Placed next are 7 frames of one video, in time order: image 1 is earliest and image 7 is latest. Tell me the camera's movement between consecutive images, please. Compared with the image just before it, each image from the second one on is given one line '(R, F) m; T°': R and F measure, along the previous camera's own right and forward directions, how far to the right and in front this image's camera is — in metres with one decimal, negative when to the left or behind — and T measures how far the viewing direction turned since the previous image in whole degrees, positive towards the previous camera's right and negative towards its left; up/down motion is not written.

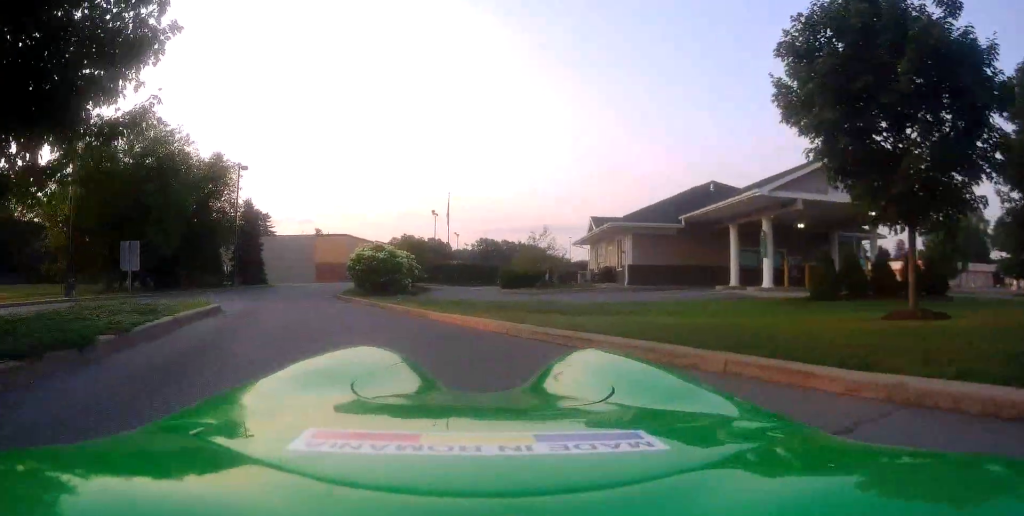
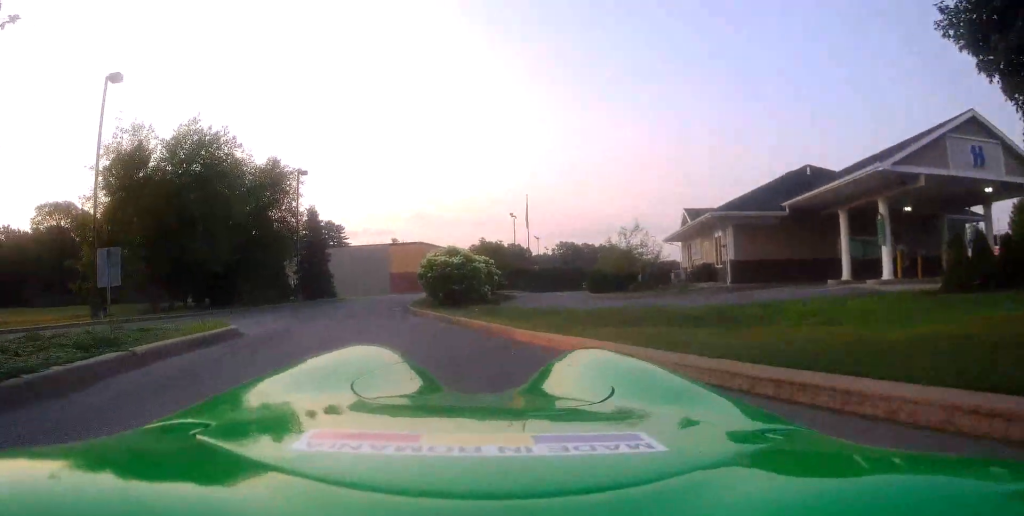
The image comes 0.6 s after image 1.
(-0.2, +3.6) m; -6°
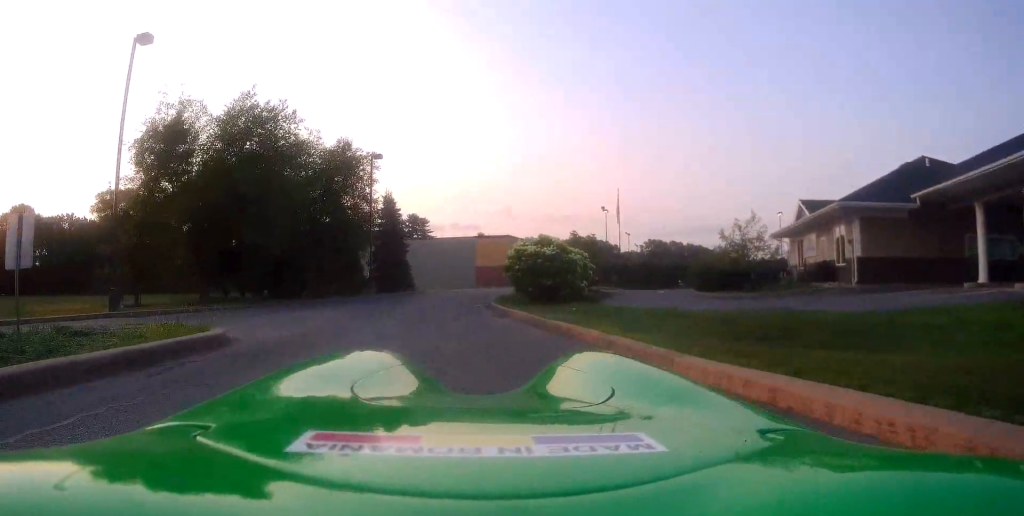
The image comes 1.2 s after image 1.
(+0.3, +4.3) m; -10°
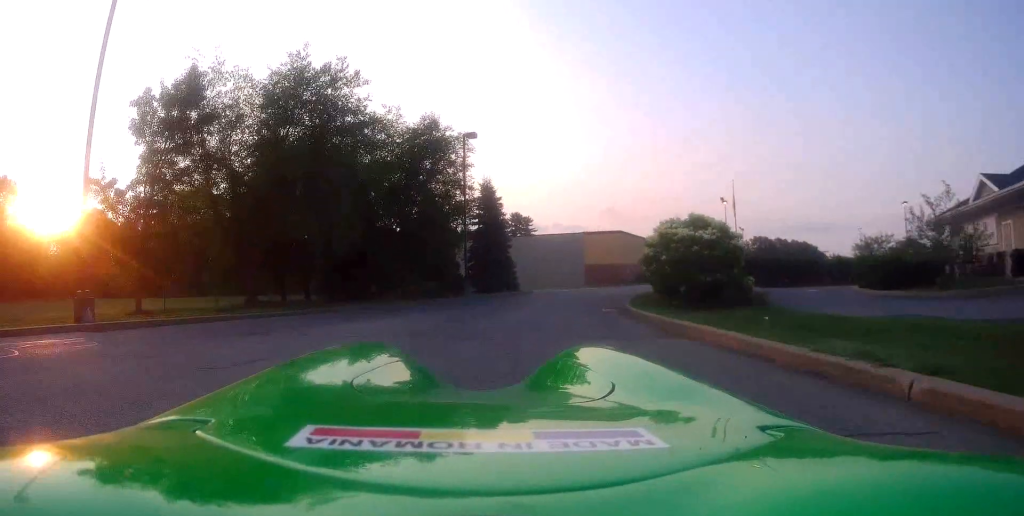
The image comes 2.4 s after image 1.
(-1.7, +7.2) m; -10°
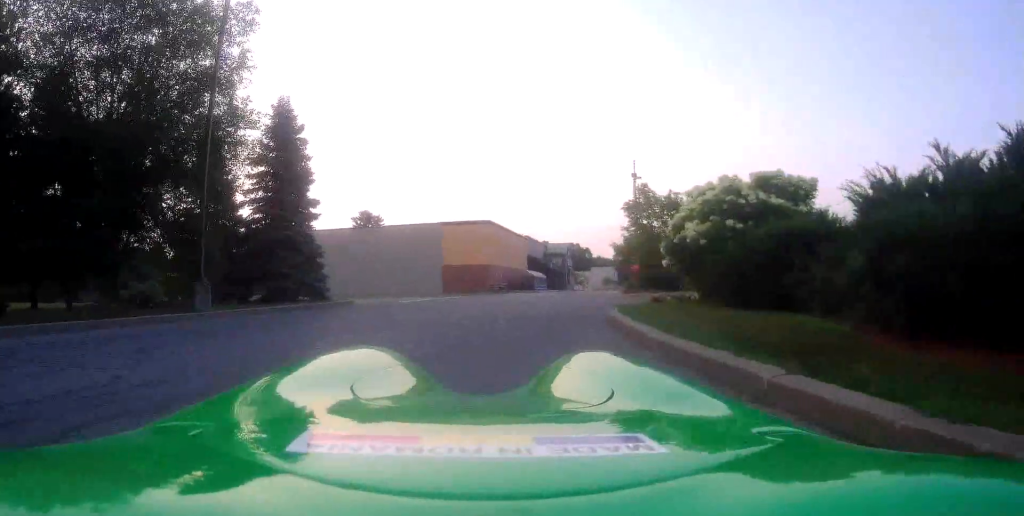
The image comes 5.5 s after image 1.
(+3.0, +19.6) m; +21°
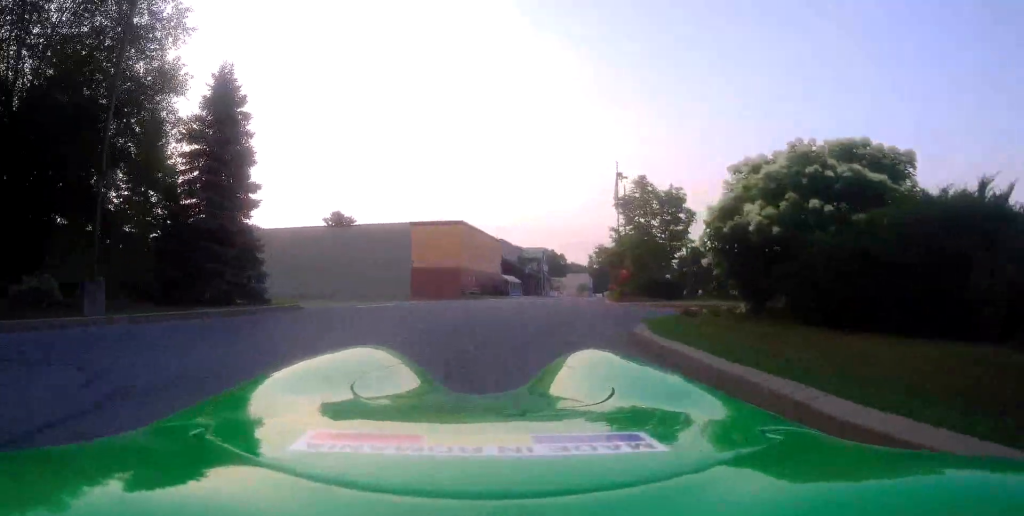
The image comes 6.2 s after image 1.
(+0.5, +3.9) m; +4°
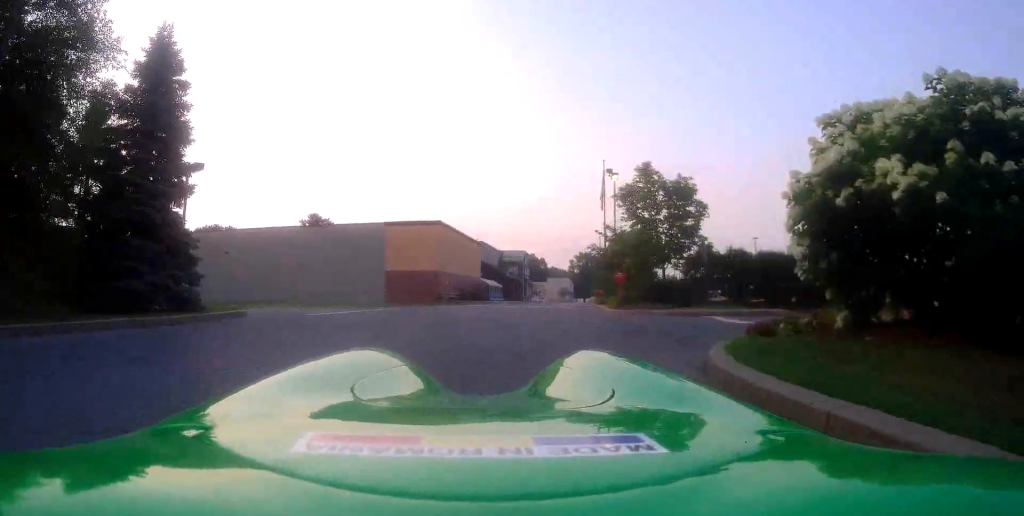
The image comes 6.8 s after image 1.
(0.0, +3.7) m; 0°
